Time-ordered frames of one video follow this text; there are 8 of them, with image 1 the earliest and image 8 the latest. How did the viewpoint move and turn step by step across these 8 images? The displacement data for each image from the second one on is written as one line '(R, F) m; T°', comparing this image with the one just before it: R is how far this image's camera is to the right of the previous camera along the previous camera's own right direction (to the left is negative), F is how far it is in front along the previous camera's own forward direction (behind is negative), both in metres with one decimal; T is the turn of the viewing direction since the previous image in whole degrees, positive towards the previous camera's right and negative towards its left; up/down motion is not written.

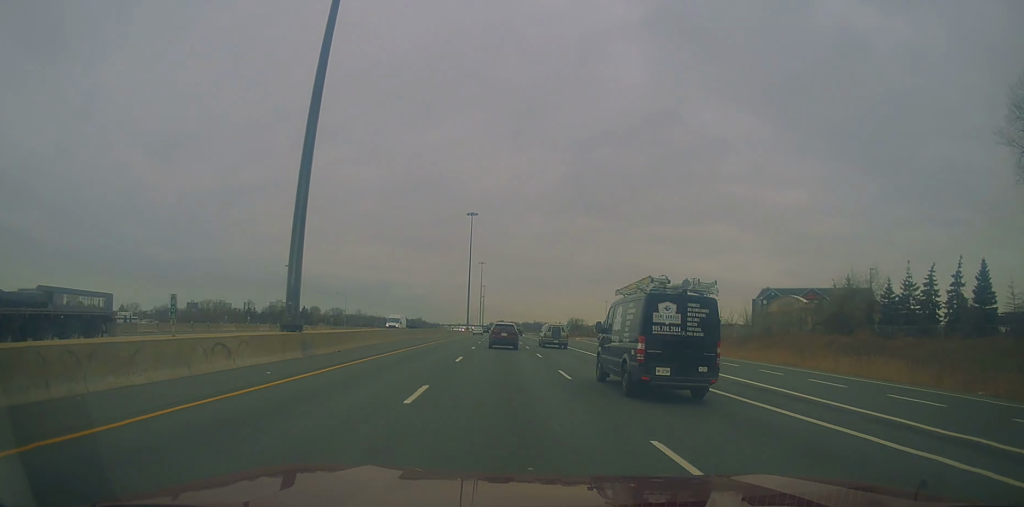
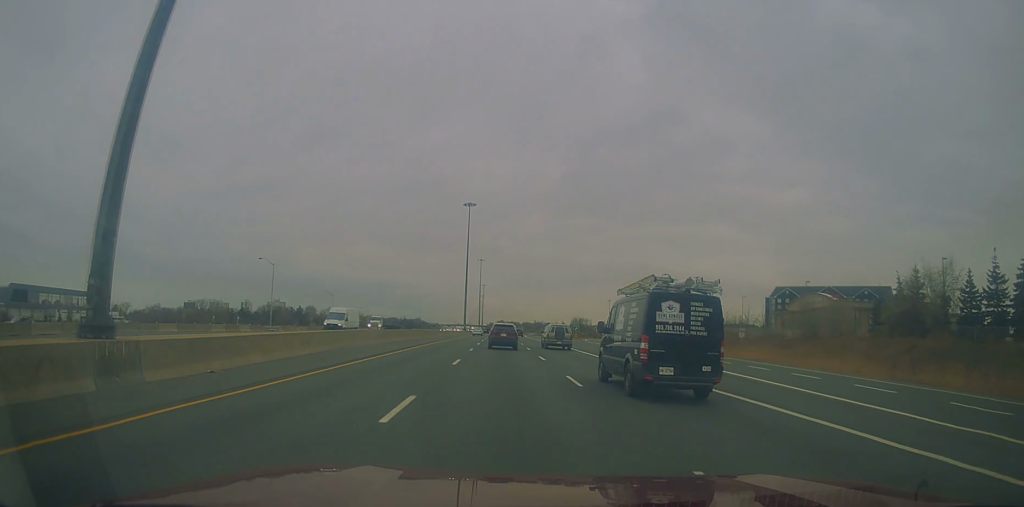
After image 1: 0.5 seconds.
(+0.1, +14.3) m; 0°
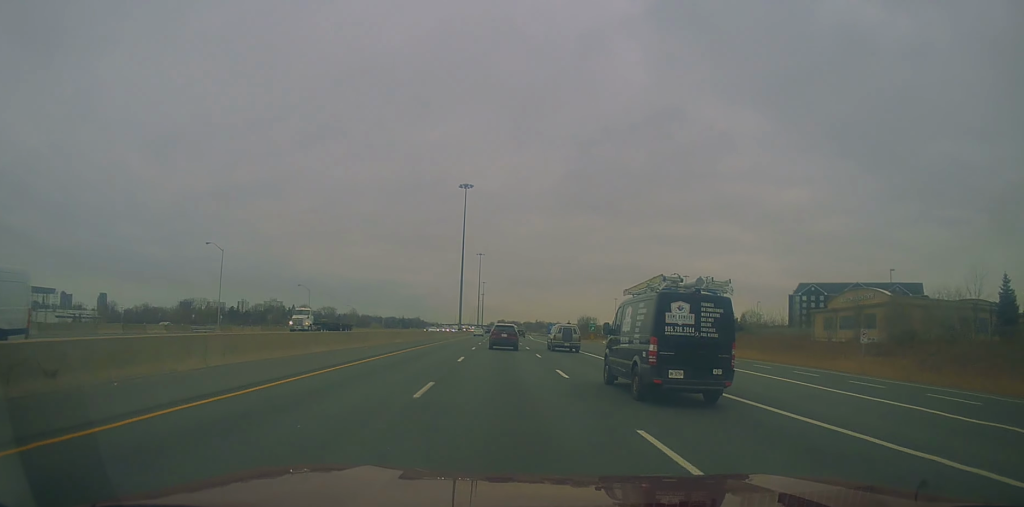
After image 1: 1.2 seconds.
(-0.5, +21.4) m; 0°
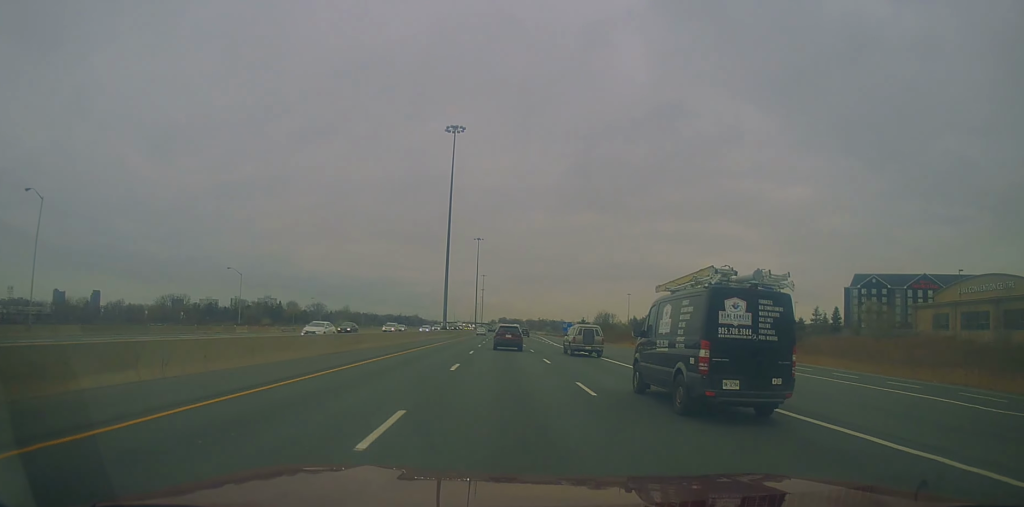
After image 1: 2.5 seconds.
(+0.5, +41.2) m; 0°
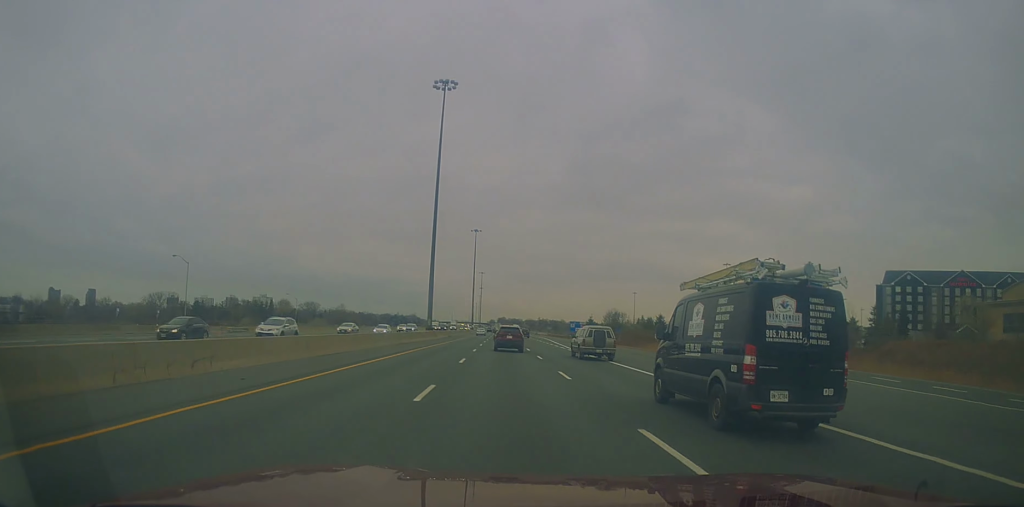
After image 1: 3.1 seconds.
(-0.4, +19.9) m; 0°
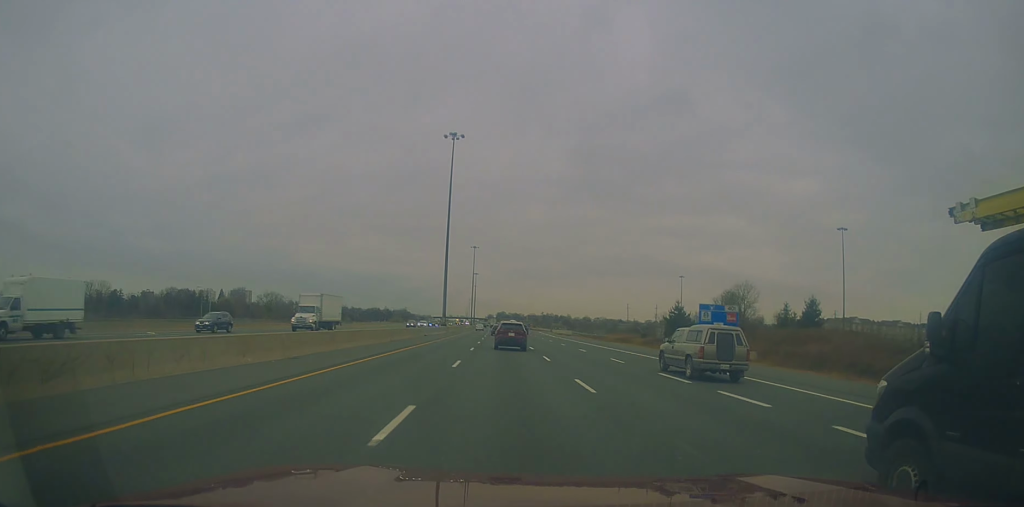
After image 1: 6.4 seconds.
(+0.6, +101.7) m; 0°
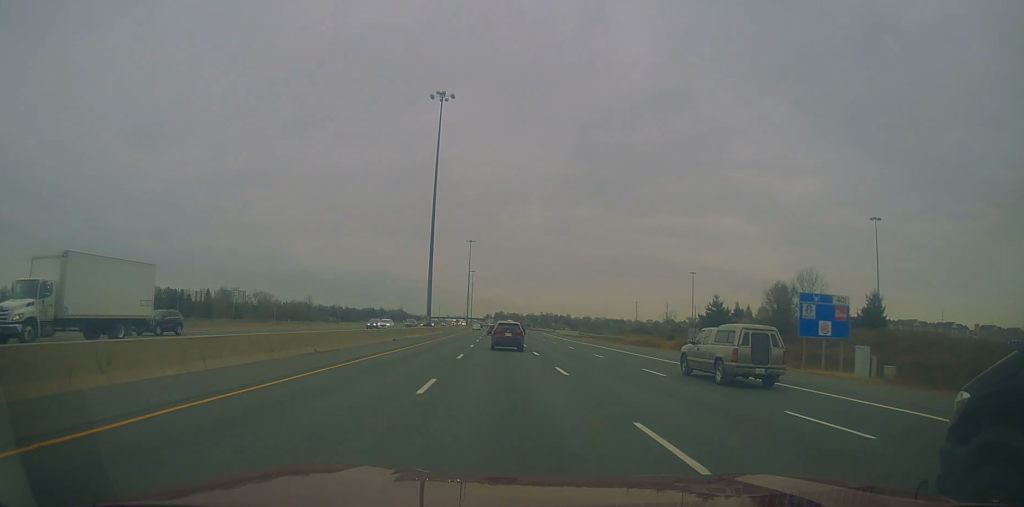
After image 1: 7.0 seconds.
(-0.4, +19.9) m; 0°
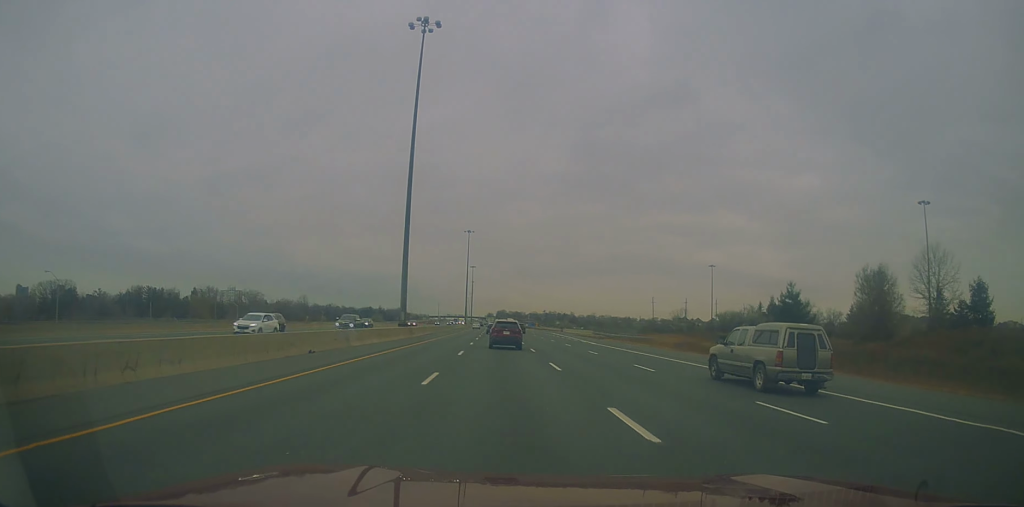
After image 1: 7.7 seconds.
(-0.1, +23.1) m; 0°
